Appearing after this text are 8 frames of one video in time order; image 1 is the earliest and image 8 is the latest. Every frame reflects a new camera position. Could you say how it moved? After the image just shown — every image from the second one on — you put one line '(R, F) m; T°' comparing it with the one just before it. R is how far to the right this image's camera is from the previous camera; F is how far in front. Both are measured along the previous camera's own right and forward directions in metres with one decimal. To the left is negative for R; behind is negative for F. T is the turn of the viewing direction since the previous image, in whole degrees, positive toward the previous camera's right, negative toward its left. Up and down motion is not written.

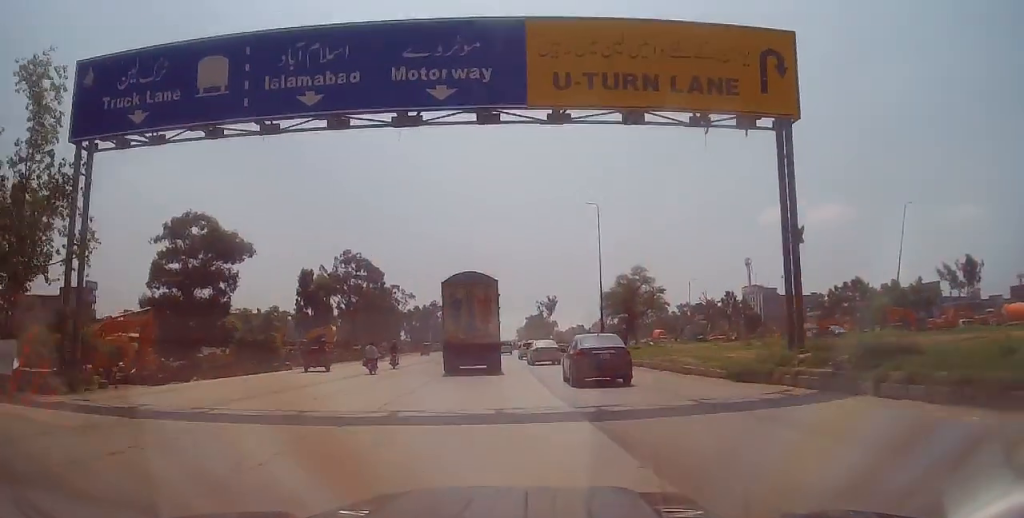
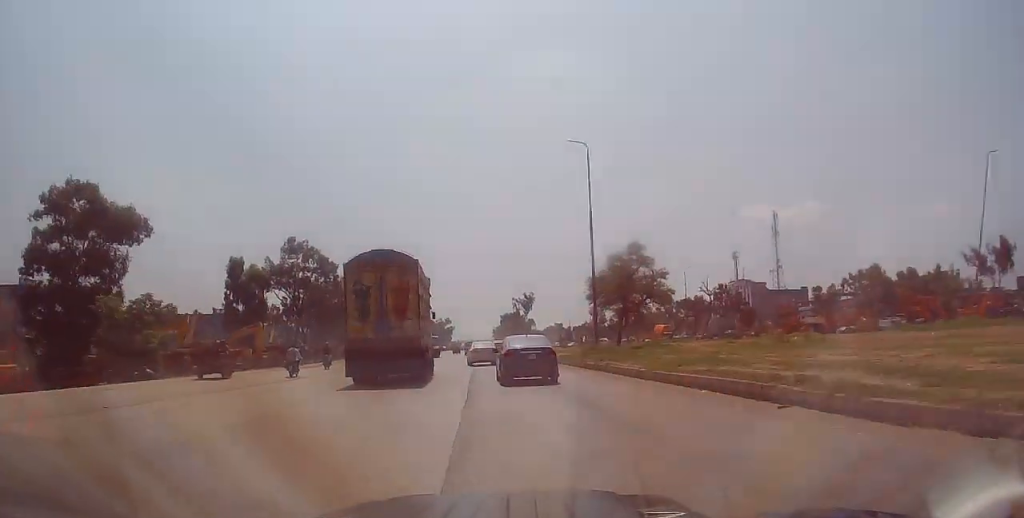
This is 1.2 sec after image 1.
(+0.1, +14.4) m; 0°
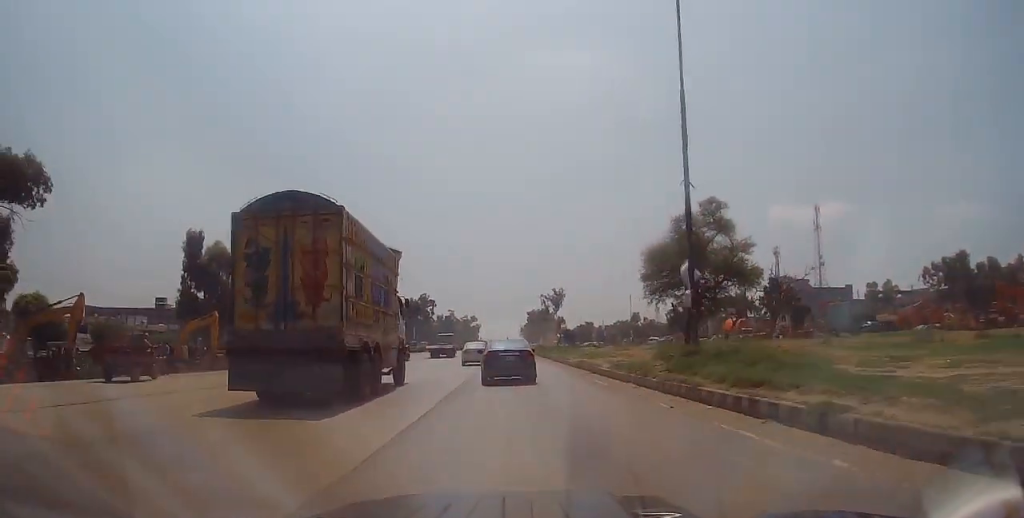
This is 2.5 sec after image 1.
(0.0, +15.9) m; 0°
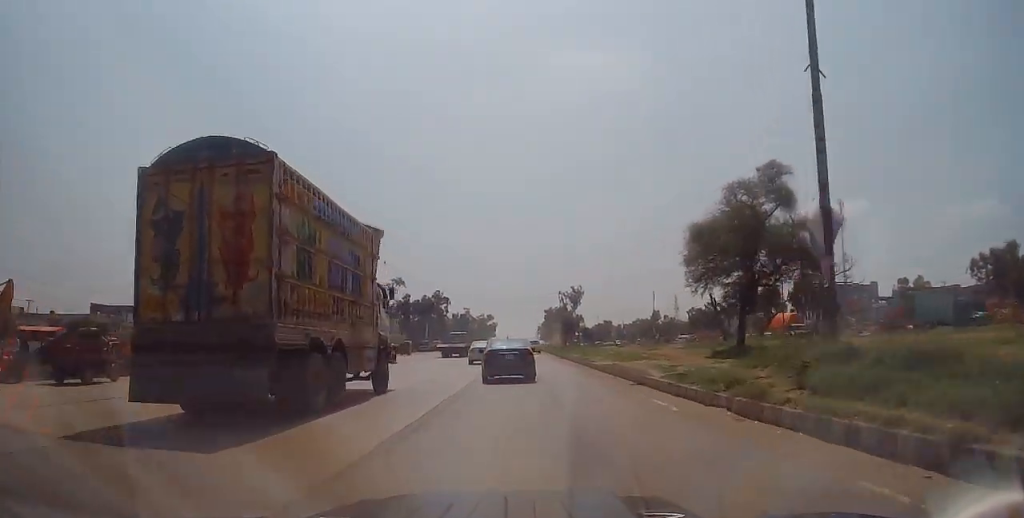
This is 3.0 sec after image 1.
(+0.1, +7.2) m; -1°
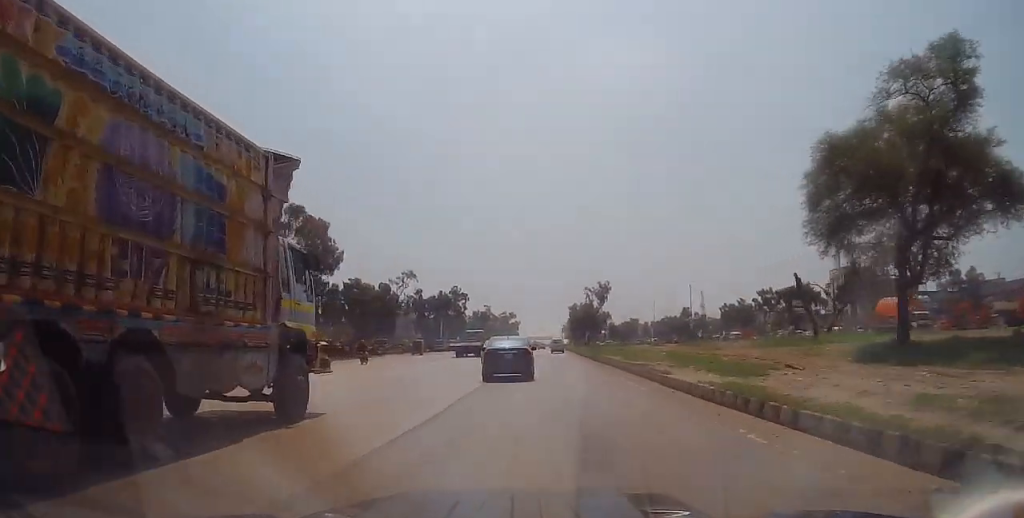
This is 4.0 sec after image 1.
(-0.3, +12.8) m; -2°
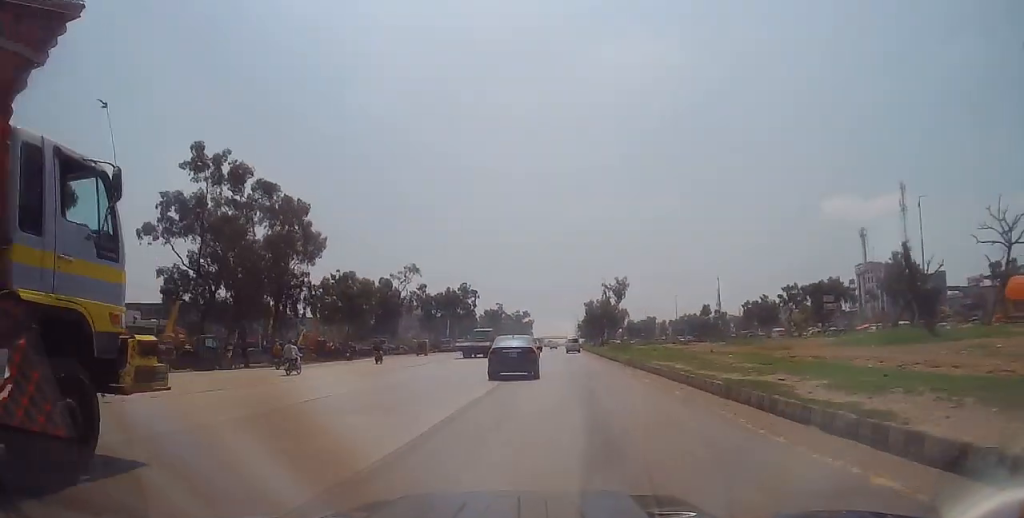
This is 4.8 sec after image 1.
(0.0, +10.4) m; -1°
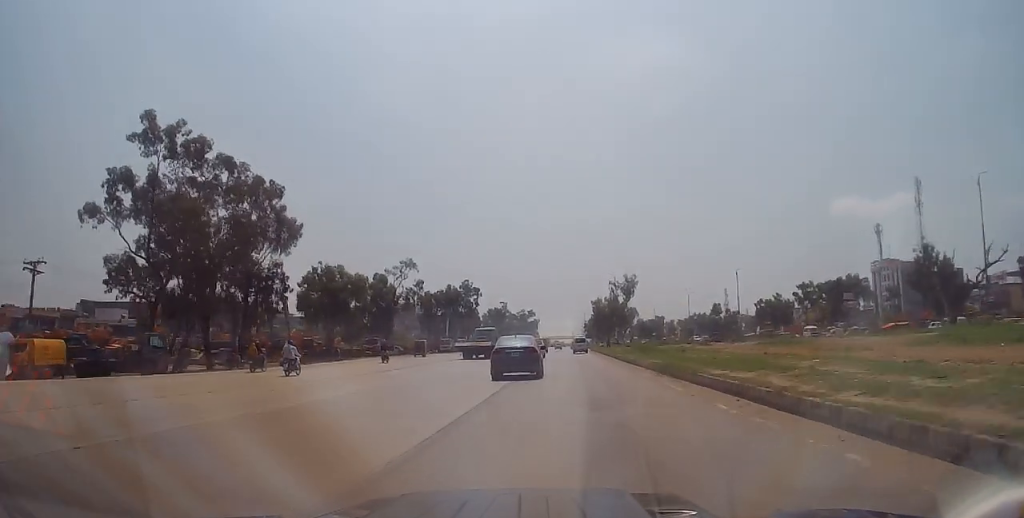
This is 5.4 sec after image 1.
(0.0, +7.9) m; -1°
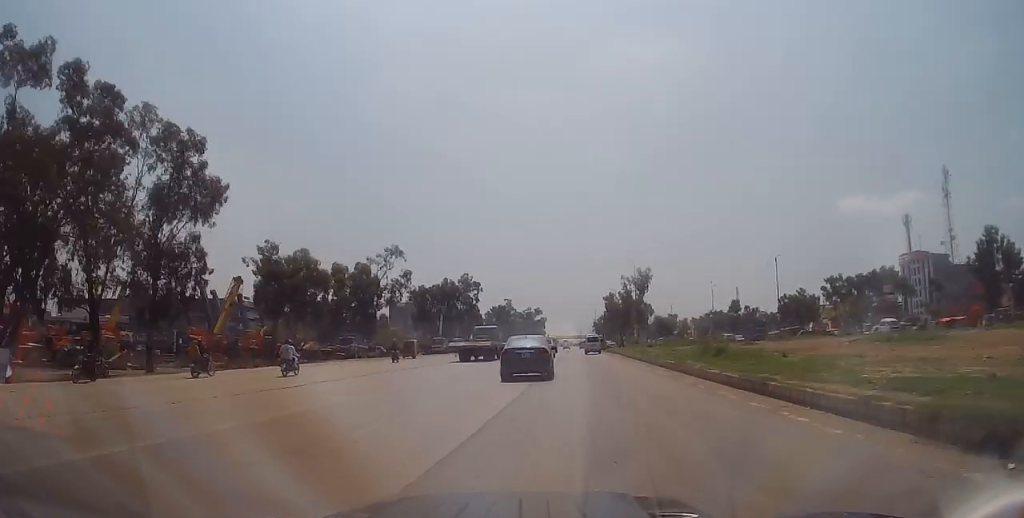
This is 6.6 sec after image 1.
(-0.3, +15.3) m; -2°
